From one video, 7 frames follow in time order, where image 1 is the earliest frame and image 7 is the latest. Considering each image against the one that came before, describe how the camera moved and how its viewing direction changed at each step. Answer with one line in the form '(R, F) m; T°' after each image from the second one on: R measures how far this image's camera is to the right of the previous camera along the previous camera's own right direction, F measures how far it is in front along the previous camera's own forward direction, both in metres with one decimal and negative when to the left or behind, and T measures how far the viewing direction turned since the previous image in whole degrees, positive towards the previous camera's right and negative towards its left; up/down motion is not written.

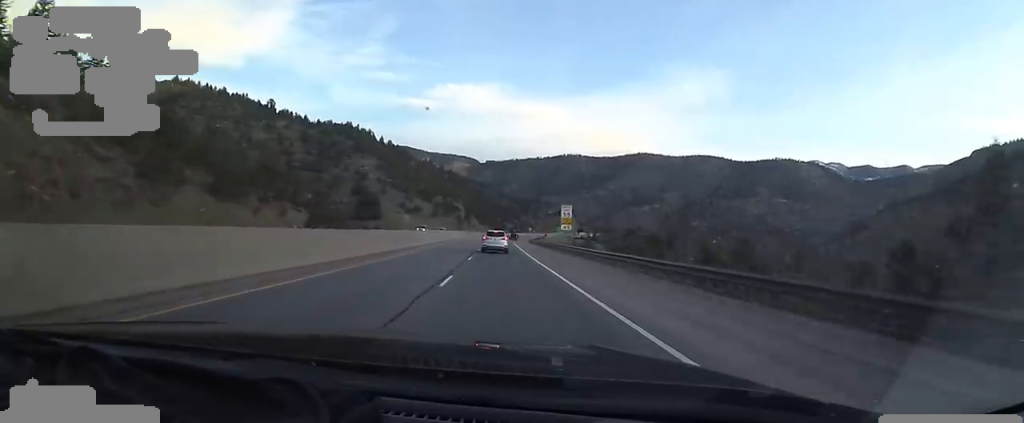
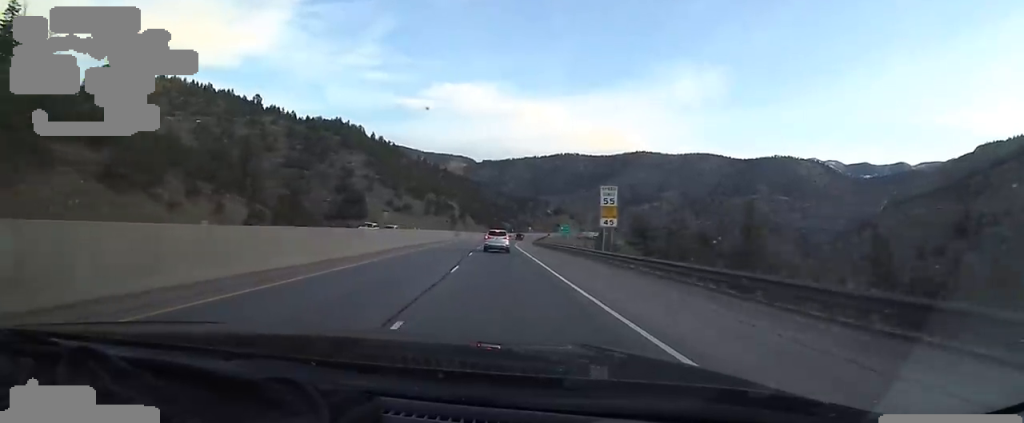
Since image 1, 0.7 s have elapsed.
(+0.2, +19.8) m; 0°
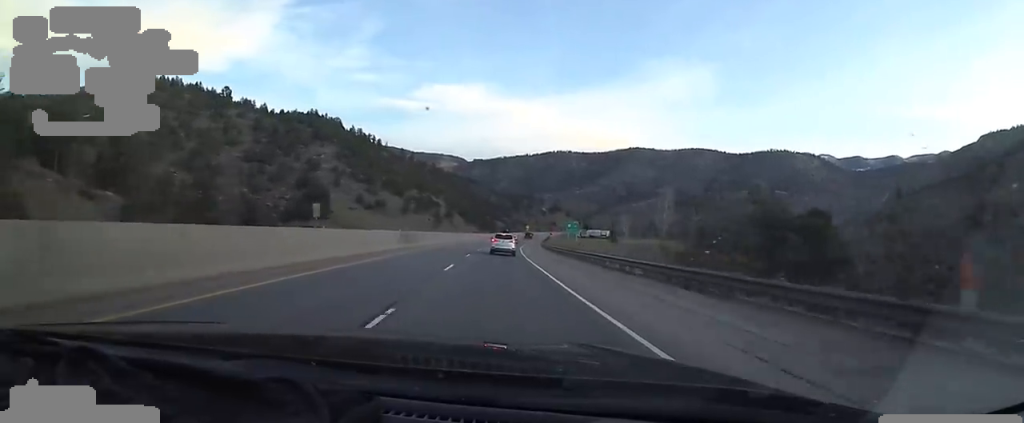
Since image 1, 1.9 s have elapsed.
(-0.1, +34.9) m; +2°
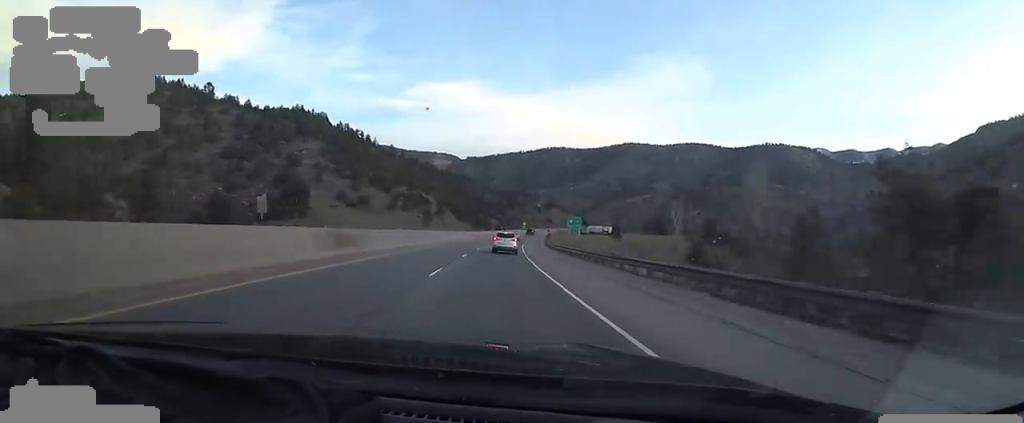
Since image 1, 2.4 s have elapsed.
(0.0, +14.3) m; +2°
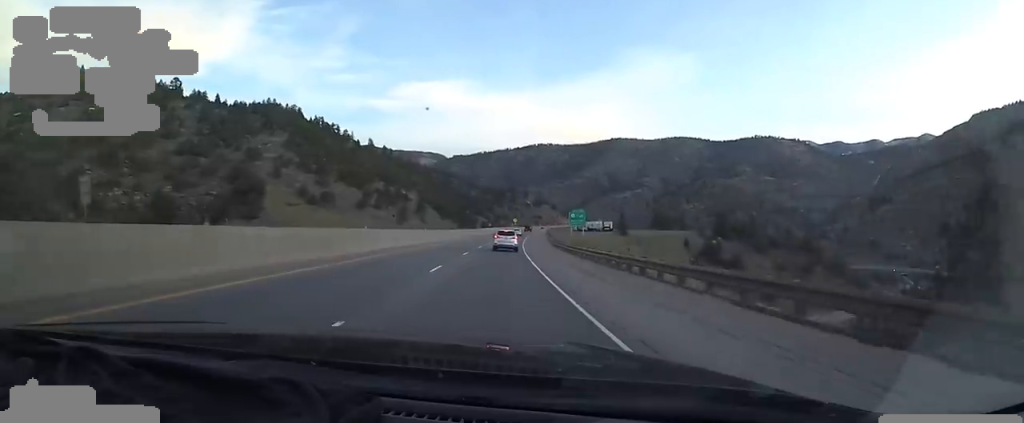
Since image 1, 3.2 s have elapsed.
(+0.6, +23.3) m; 0°
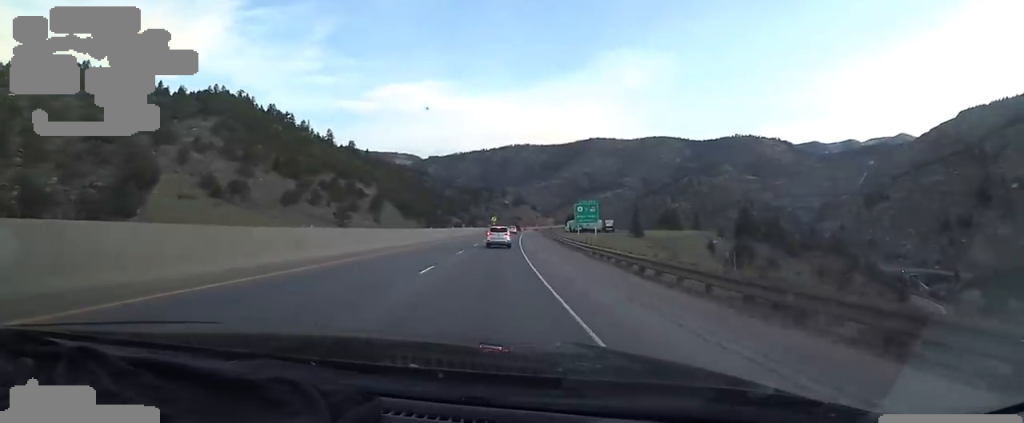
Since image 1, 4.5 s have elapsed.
(-0.4, +36.7) m; +2°
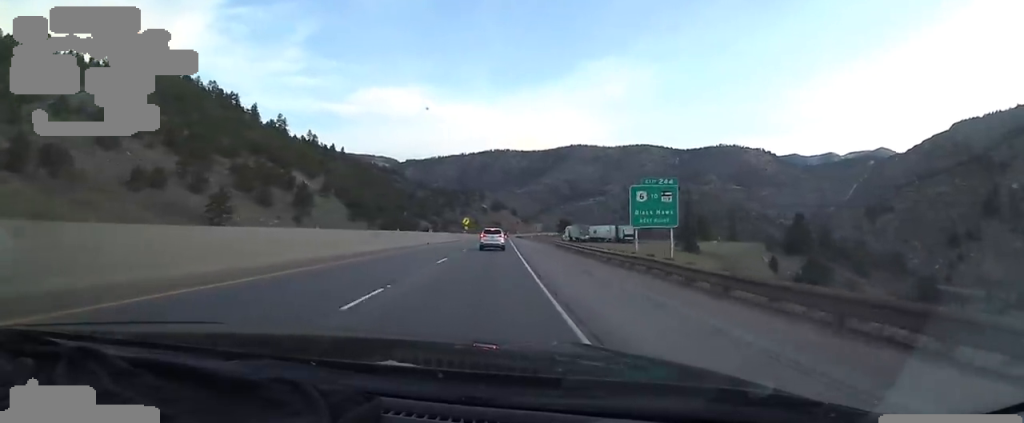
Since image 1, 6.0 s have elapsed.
(+2.3, +41.9) m; +4°
